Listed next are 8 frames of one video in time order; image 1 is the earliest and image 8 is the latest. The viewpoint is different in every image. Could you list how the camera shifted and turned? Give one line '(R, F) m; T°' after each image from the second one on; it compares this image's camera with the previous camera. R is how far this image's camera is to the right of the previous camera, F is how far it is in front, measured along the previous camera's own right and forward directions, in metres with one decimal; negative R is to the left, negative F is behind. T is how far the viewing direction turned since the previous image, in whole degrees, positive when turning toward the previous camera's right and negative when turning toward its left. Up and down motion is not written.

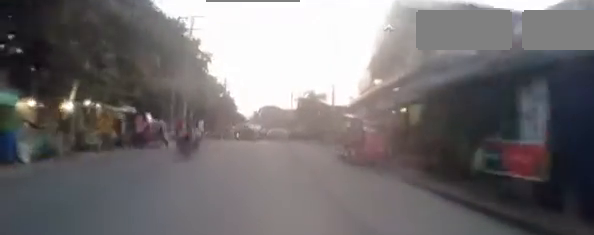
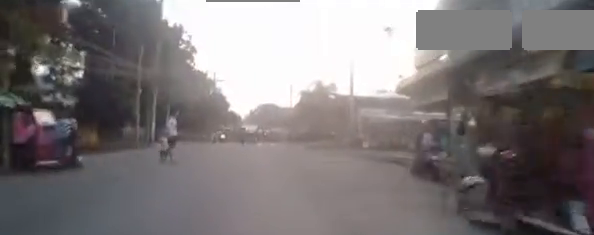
(-0.3, +8.8) m; -2°
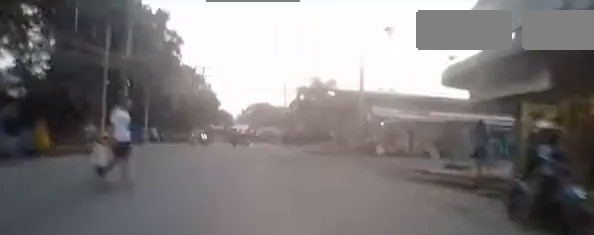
(0.0, +4.5) m; 0°
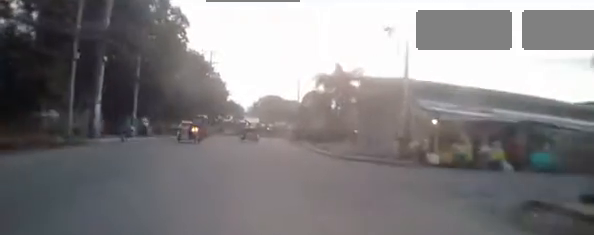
(0.0, +5.3) m; -1°
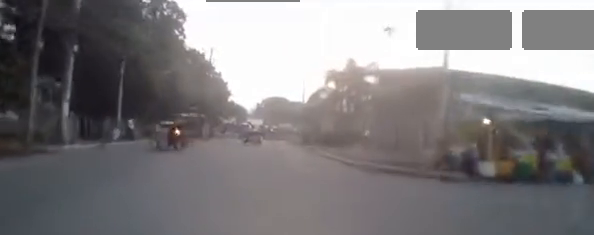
(+0.1, +3.9) m; -2°
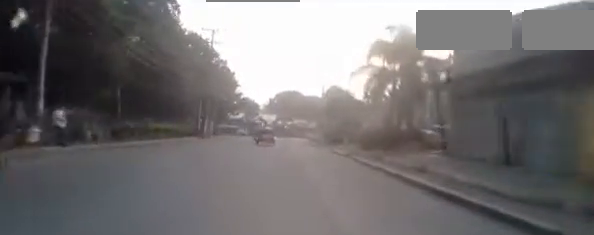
(-0.4, +9.4) m; -4°
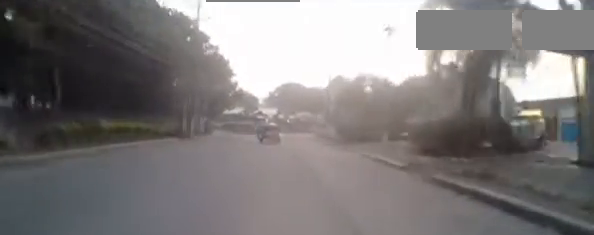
(-0.1, +7.4) m; +2°
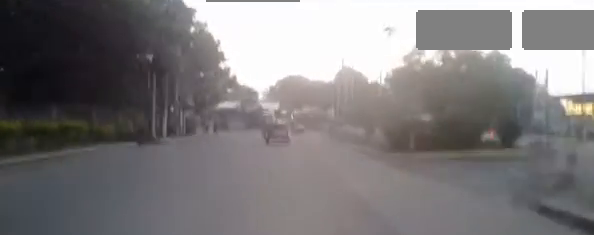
(+0.4, +9.5) m; +1°
